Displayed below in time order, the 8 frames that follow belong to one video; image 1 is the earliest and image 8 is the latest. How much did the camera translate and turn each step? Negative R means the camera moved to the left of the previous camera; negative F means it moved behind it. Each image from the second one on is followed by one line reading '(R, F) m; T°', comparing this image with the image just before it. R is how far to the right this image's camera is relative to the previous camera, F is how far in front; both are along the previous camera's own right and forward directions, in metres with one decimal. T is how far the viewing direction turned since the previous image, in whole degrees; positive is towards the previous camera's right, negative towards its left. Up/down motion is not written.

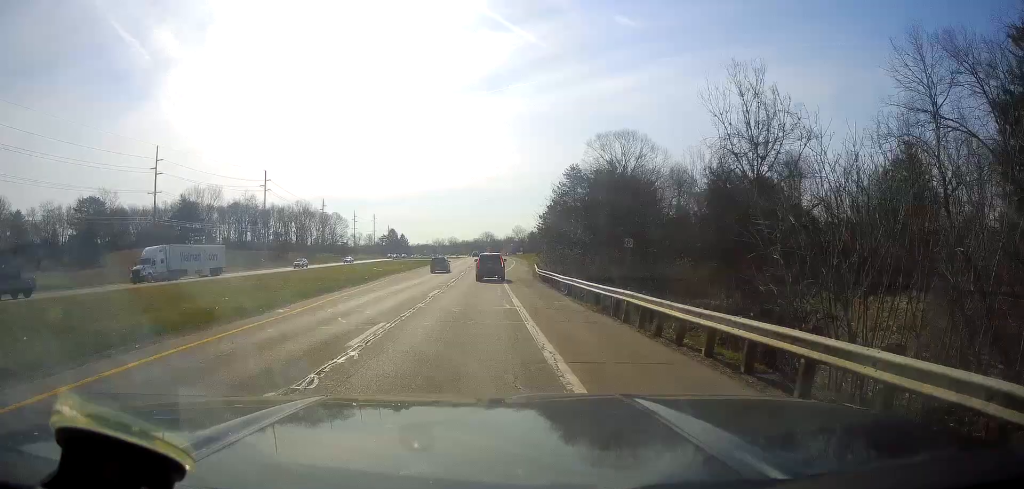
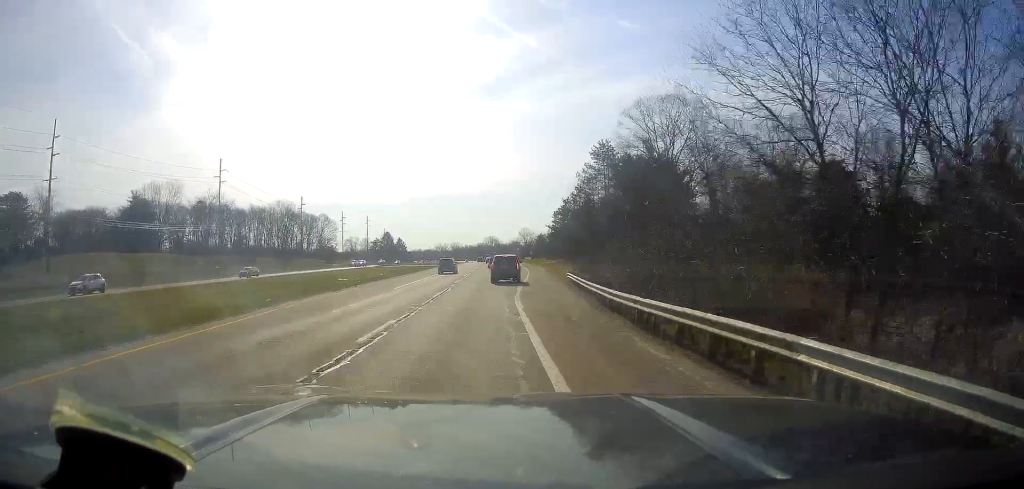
(+0.5, +28.9) m; +1°
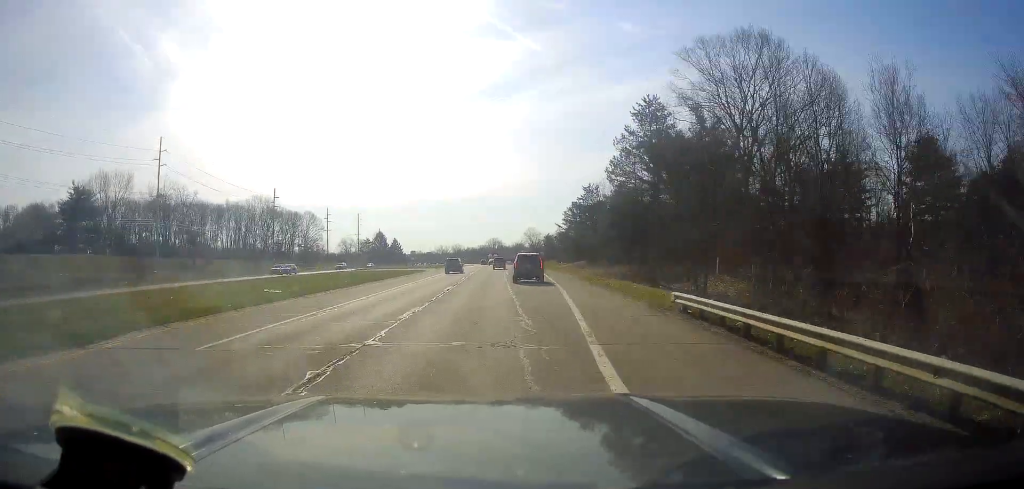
(0.0, +26.3) m; -1°
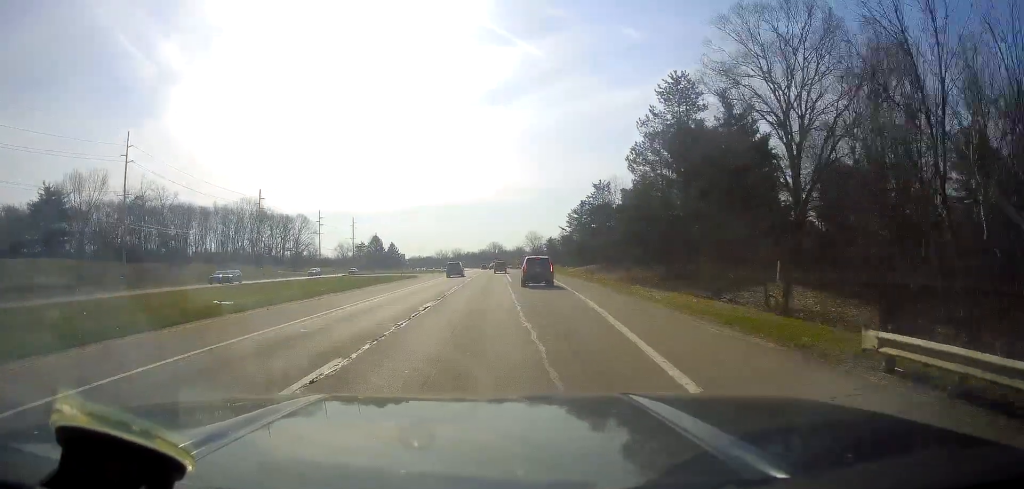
(-0.1, +10.5) m; -1°
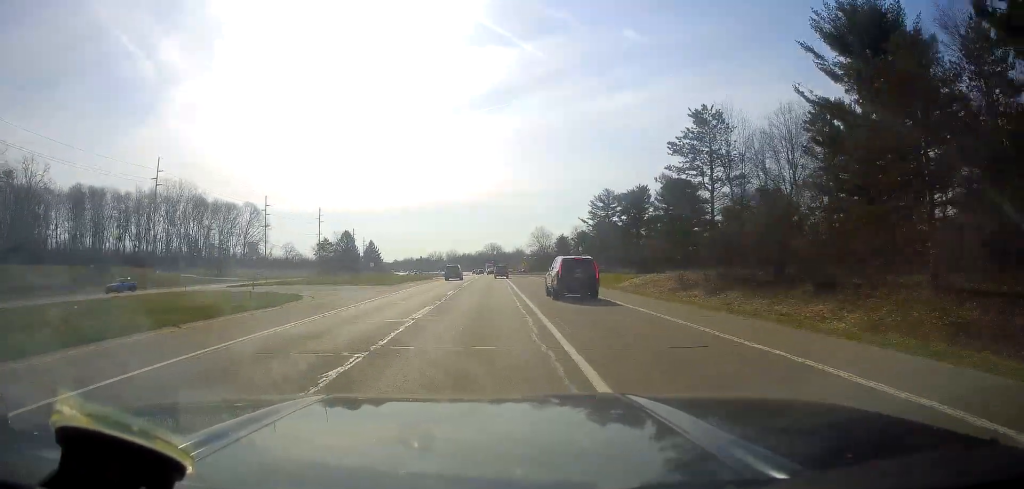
(-0.8, +49.3) m; -1°
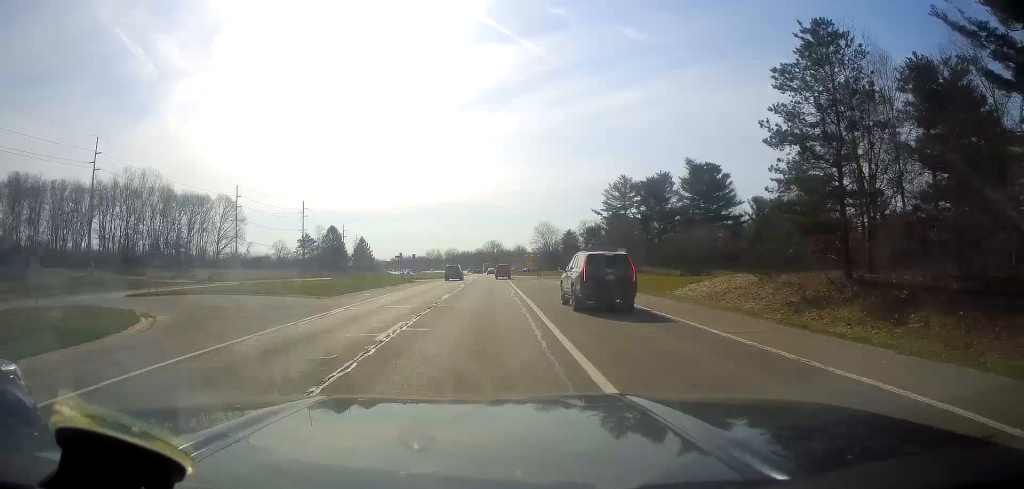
(+0.3, +19.3) m; +1°
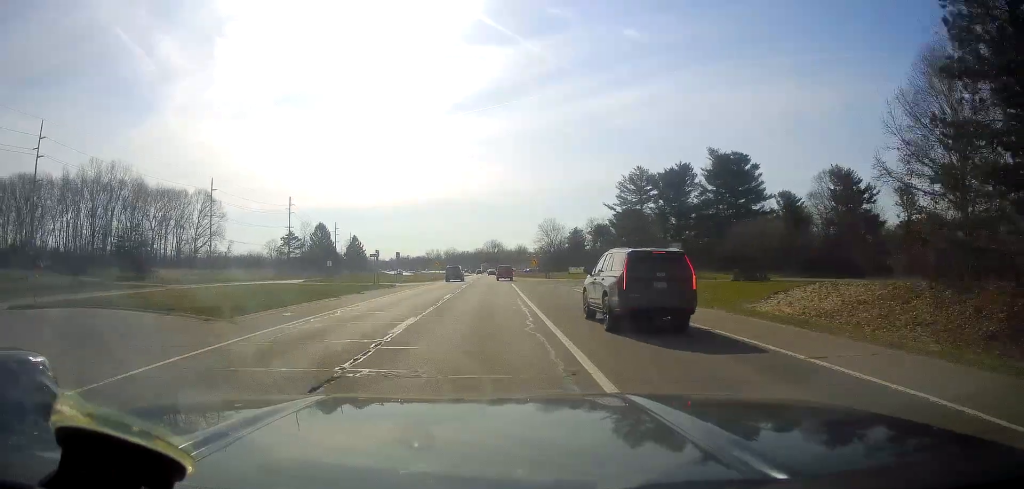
(+0.1, +14.0) m; +1°
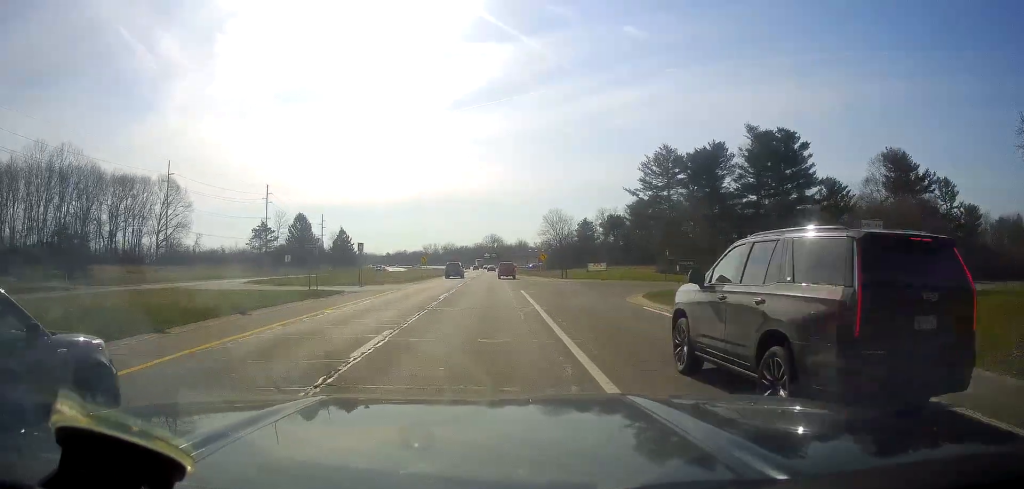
(+0.4, +19.1) m; -1°
